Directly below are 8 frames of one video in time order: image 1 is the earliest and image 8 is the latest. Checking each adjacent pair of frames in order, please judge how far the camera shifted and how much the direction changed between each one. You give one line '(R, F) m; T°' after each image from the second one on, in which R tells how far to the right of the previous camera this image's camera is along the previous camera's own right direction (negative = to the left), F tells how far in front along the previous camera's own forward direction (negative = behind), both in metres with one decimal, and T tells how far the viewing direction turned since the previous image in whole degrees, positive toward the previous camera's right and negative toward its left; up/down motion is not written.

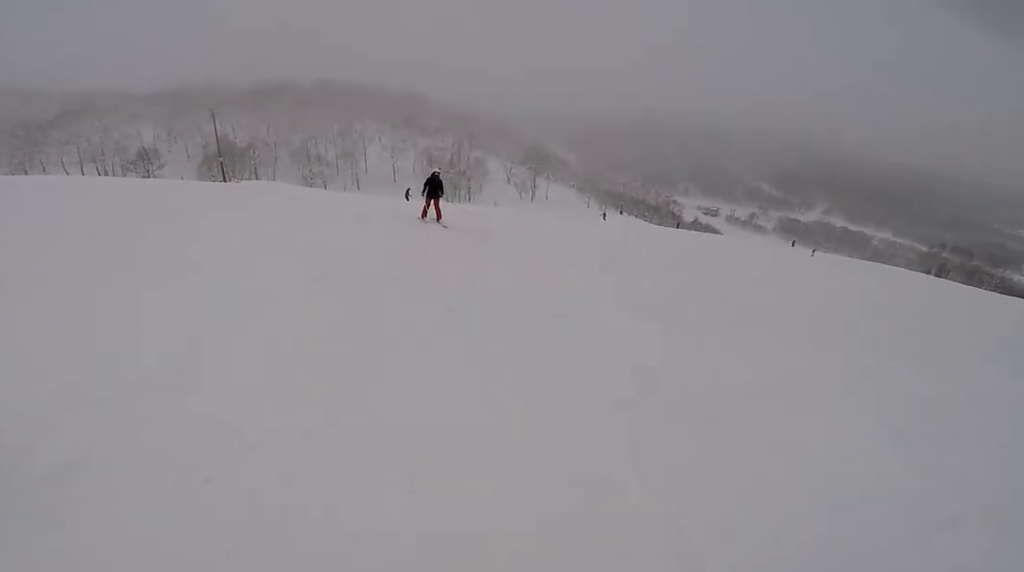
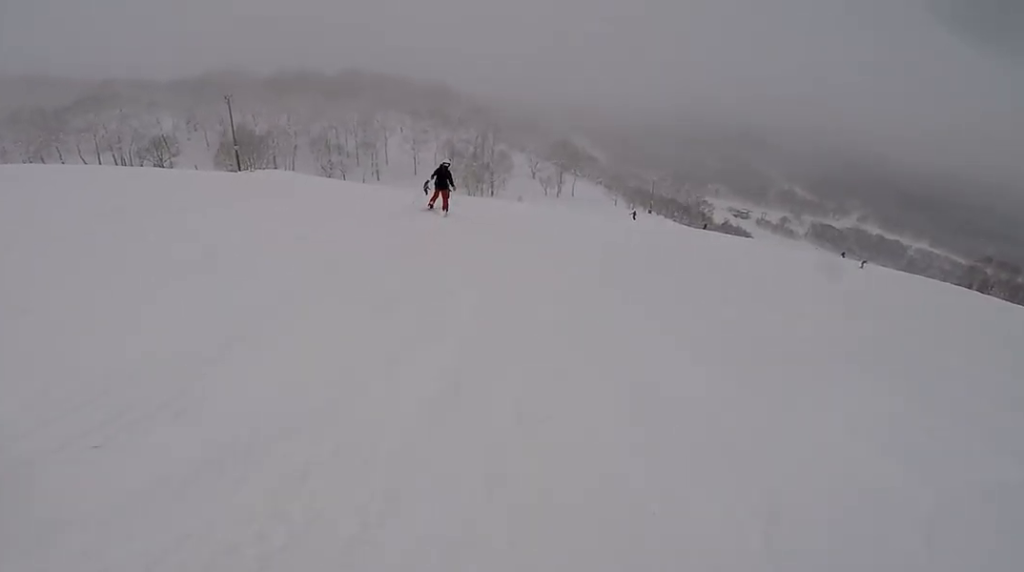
(-0.2, +2.0) m; -1°
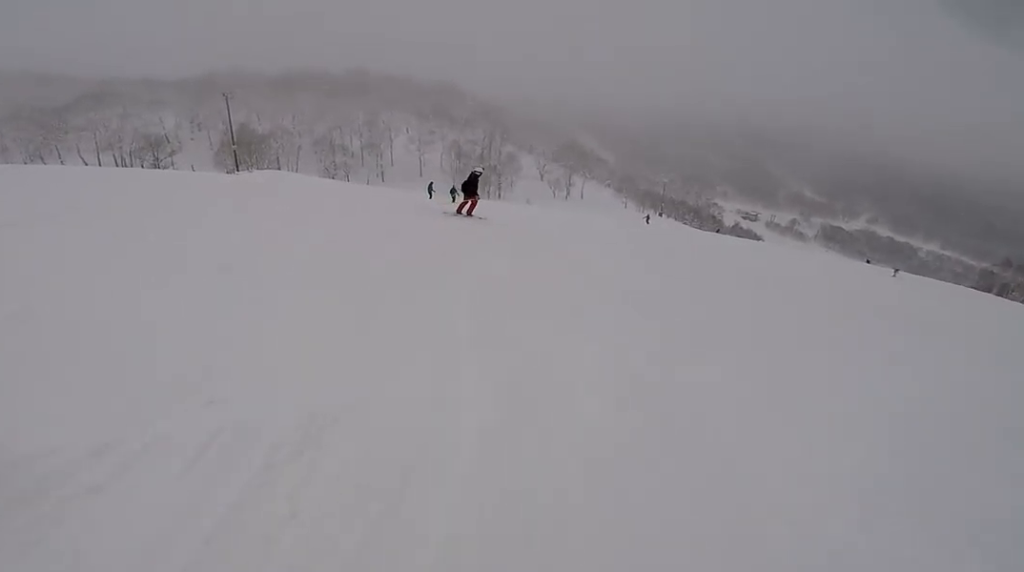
(-0.2, +2.4) m; 0°
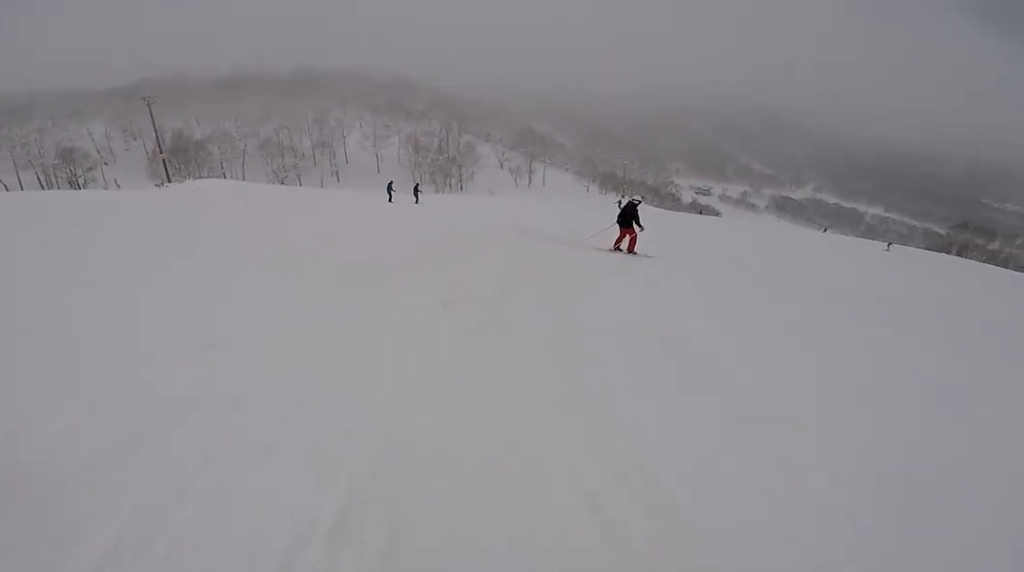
(+0.5, +4.3) m; +21°
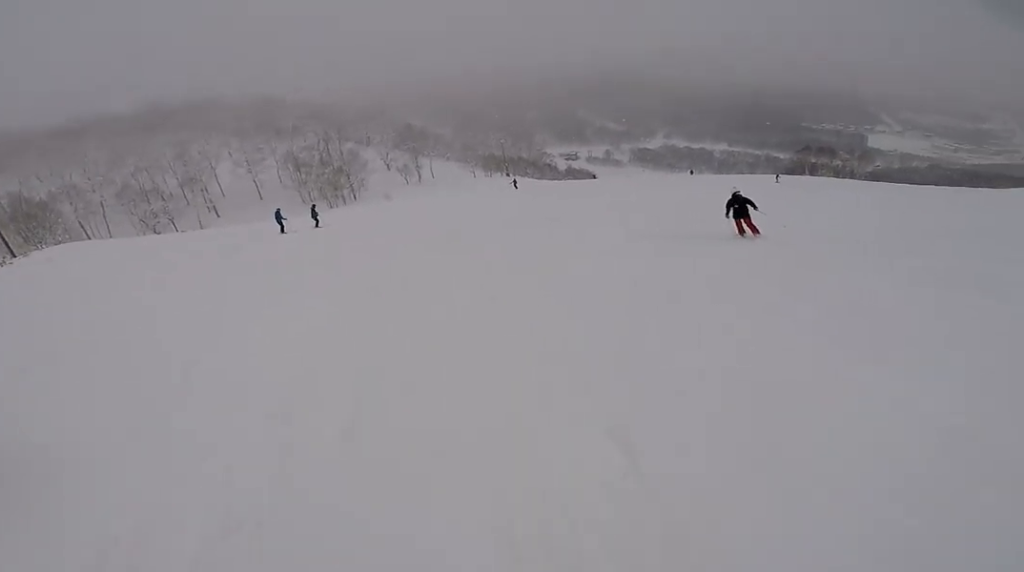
(+0.9, +3.4) m; +19°
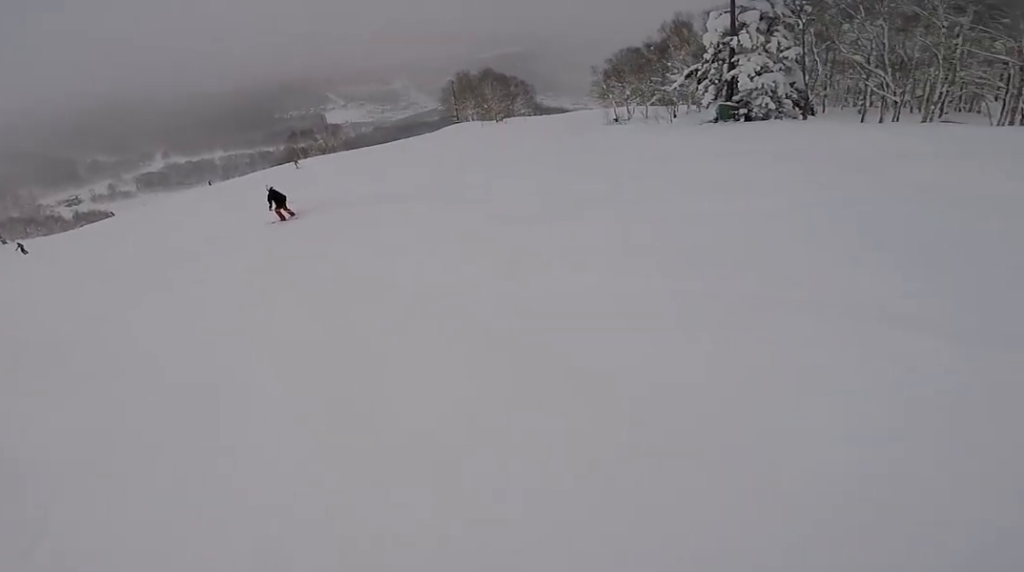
(+0.3, +4.0) m; +8°
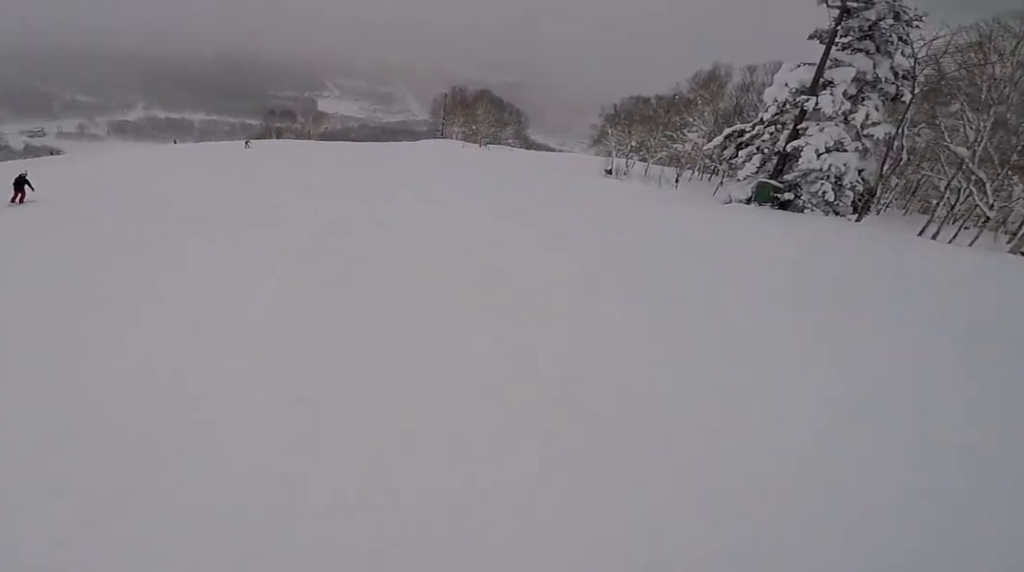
(+0.5, +6.6) m; -3°
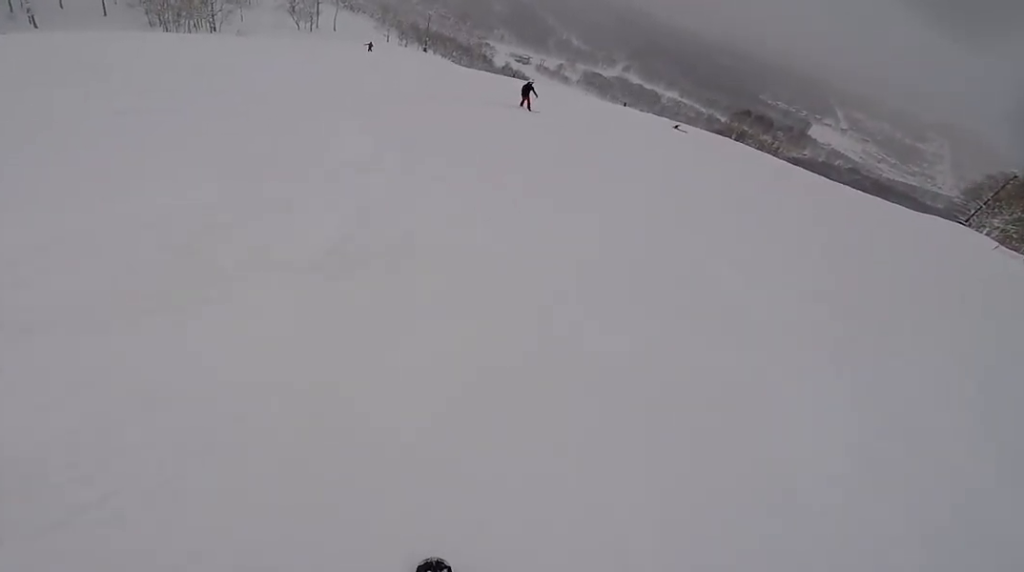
(-0.8, +4.7) m; -26°
